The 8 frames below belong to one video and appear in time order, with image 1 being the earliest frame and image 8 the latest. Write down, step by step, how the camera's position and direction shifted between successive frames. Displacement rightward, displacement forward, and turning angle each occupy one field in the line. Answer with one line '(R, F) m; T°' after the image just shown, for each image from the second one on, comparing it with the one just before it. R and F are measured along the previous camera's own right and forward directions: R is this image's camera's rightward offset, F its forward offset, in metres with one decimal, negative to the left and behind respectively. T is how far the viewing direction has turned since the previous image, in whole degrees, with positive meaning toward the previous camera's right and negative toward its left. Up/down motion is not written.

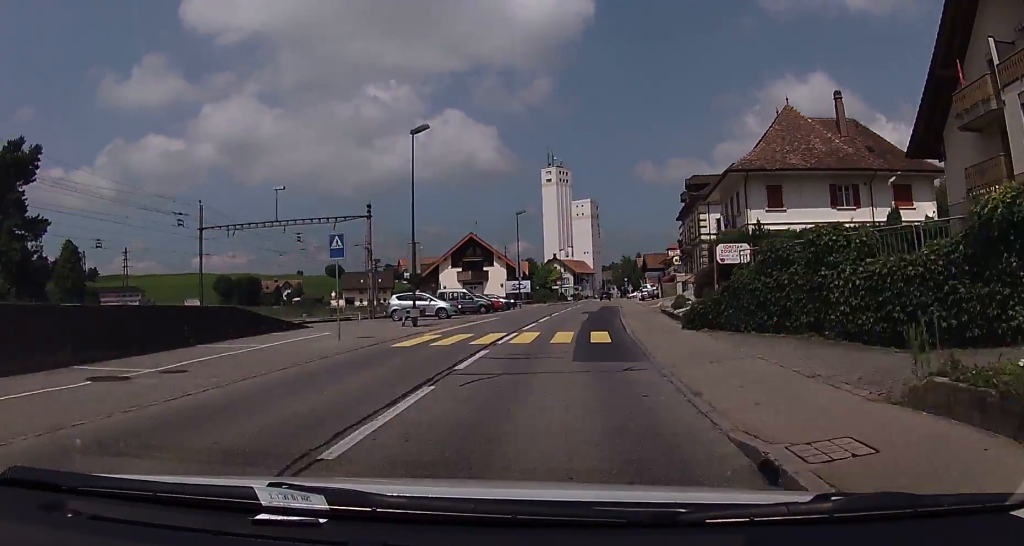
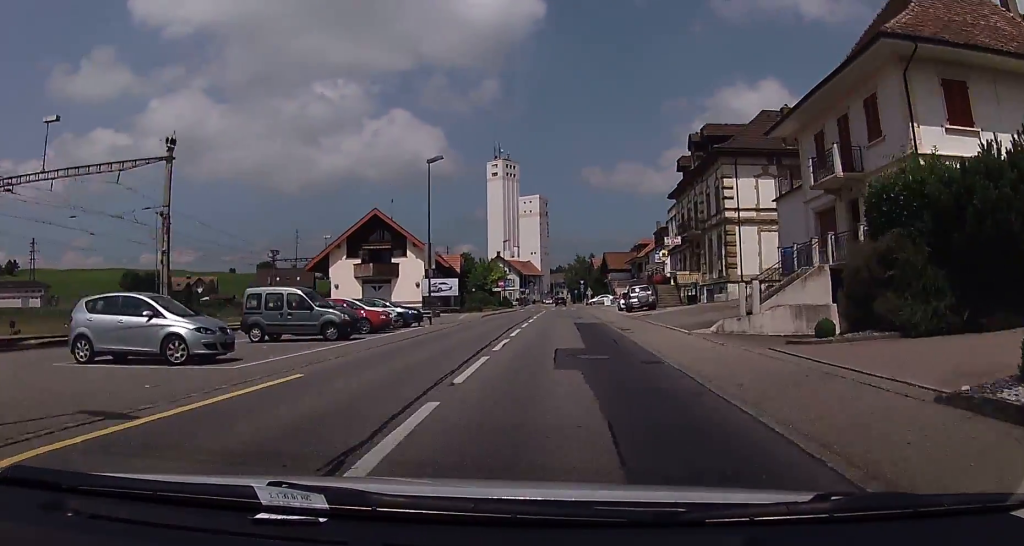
(+0.7, +24.5) m; +6°
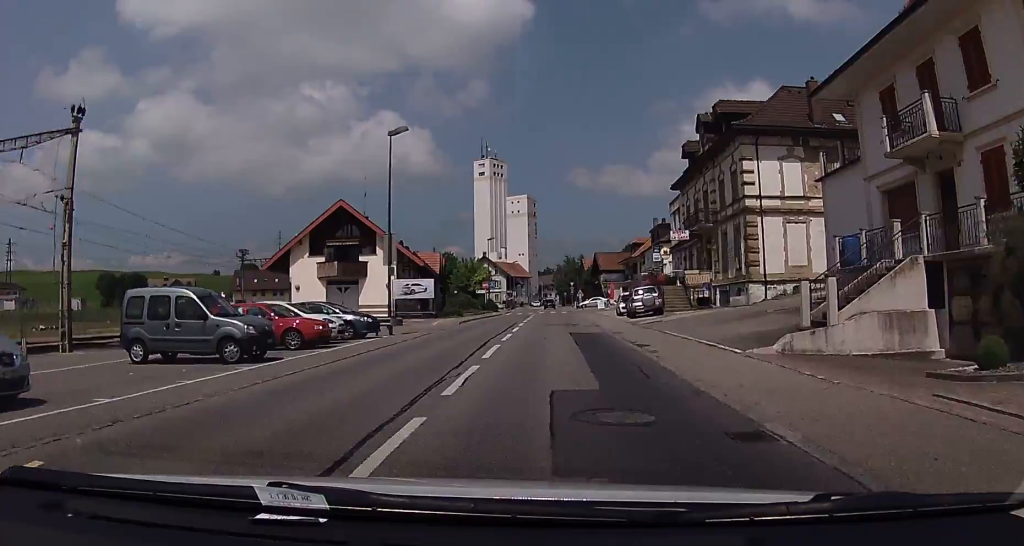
(+0.3, +6.5) m; +1°
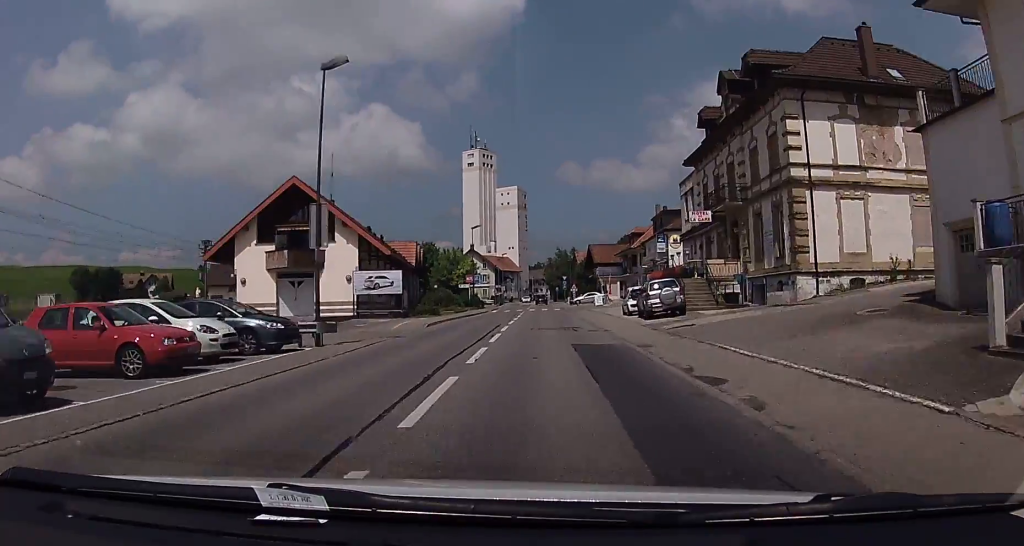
(+0.2, +7.9) m; +1°
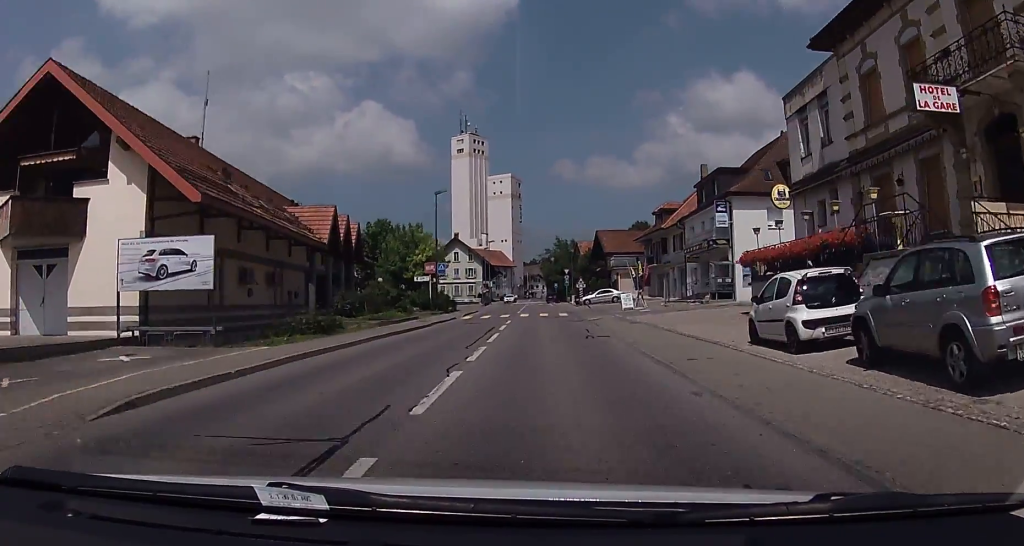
(-0.5, +22.8) m; 0°
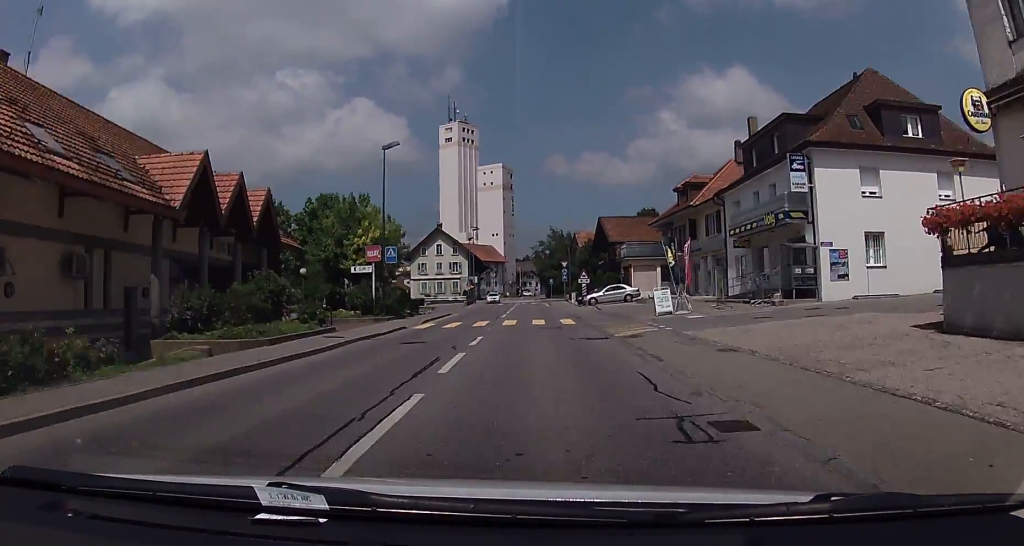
(+0.3, +14.2) m; +2°
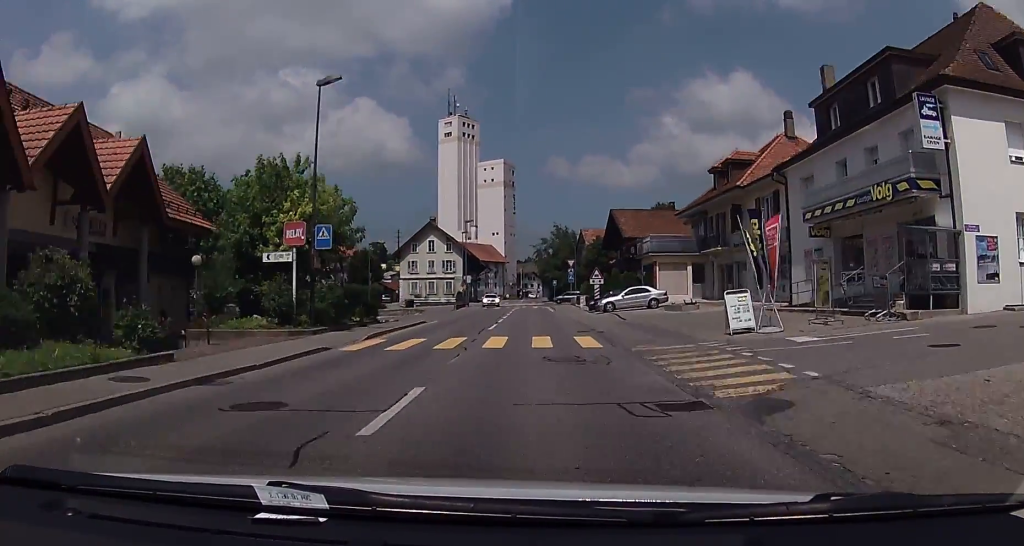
(+0.1, +10.7) m; 0°
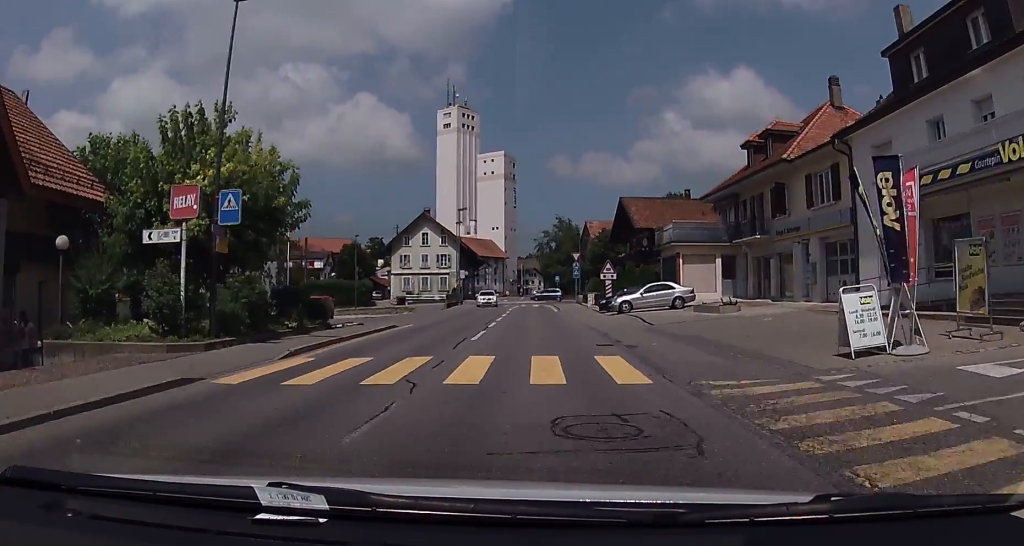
(0.0, +7.0) m; 0°
